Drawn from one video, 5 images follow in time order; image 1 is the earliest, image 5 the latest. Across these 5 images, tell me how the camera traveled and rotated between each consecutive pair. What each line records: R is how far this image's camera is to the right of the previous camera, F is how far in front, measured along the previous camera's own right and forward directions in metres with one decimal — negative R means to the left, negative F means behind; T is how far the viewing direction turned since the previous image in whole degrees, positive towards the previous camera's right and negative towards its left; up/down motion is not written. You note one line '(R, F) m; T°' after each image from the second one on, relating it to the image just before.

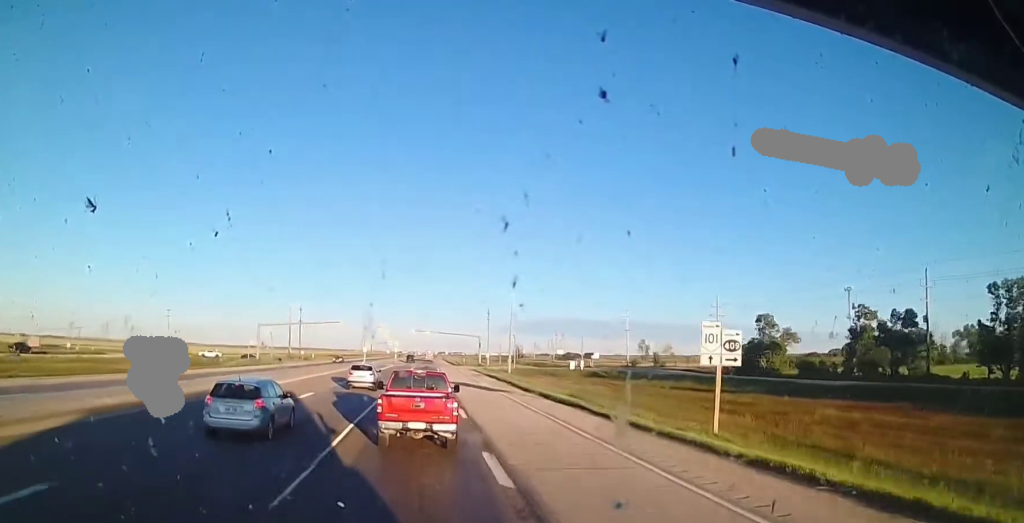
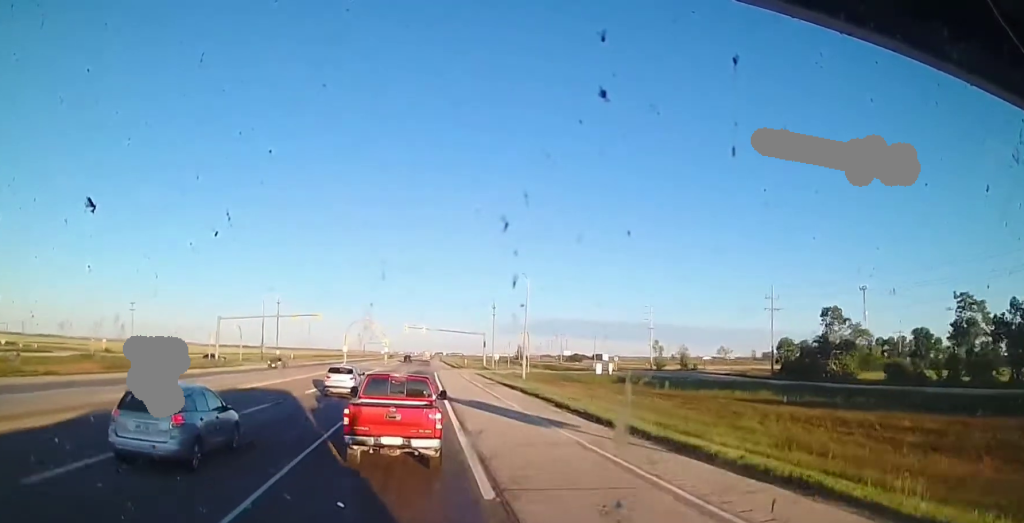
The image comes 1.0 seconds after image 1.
(0.0, +22.2) m; 0°
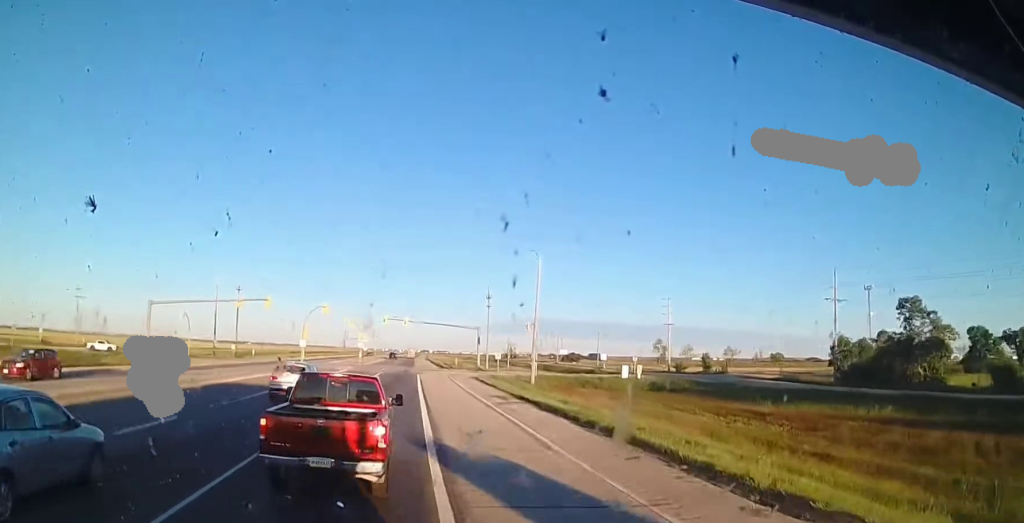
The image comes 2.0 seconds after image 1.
(0.0, +21.6) m; 0°
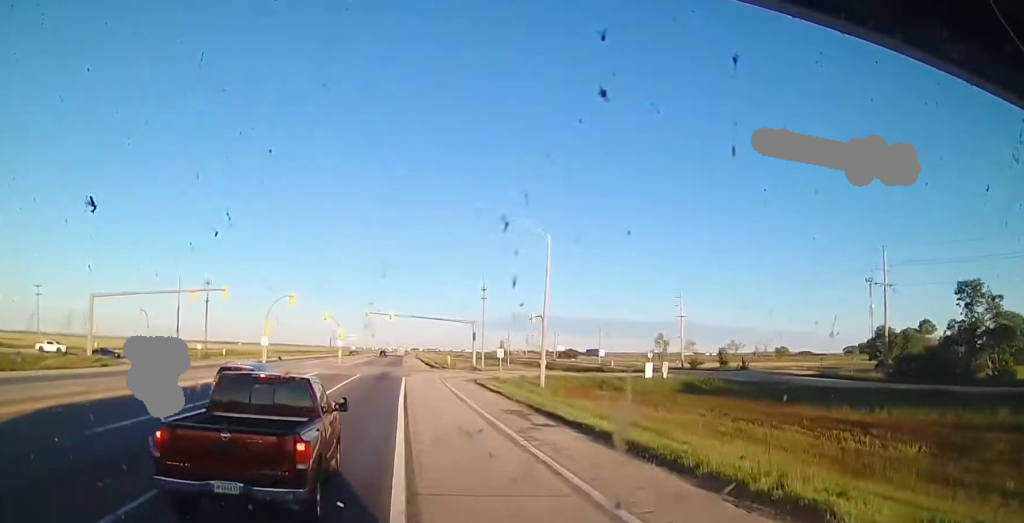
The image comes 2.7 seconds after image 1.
(0.0, +12.8) m; 0°
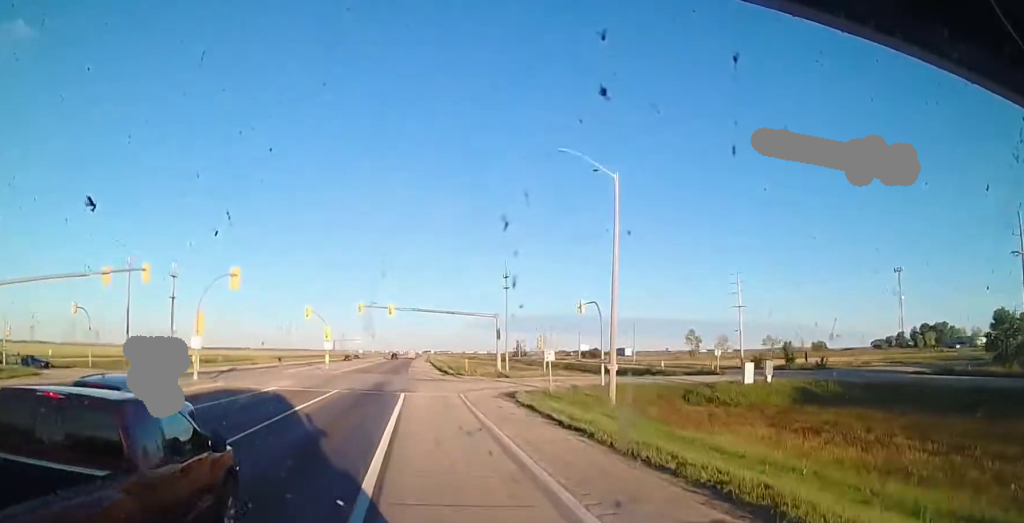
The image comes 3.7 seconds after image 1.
(0.0, +20.0) m; +2°
